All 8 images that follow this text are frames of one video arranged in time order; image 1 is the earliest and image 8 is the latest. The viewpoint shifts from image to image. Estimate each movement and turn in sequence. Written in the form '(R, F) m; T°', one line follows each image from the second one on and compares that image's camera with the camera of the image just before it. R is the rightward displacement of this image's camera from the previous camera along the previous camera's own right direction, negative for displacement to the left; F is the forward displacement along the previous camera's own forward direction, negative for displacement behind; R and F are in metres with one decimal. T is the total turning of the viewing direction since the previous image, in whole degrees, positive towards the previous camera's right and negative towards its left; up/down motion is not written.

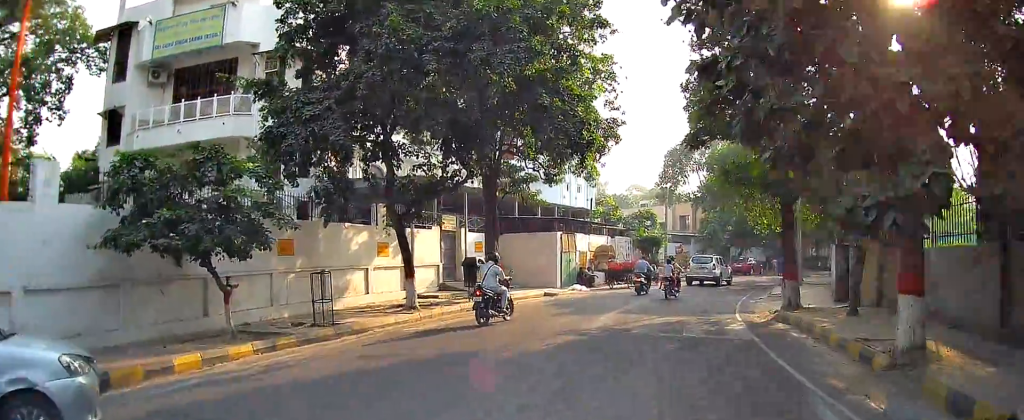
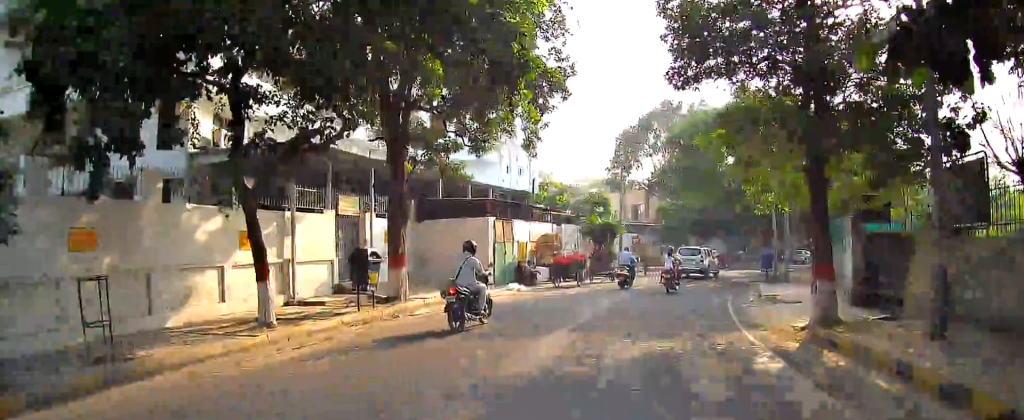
(0.0, +5.7) m; +1°
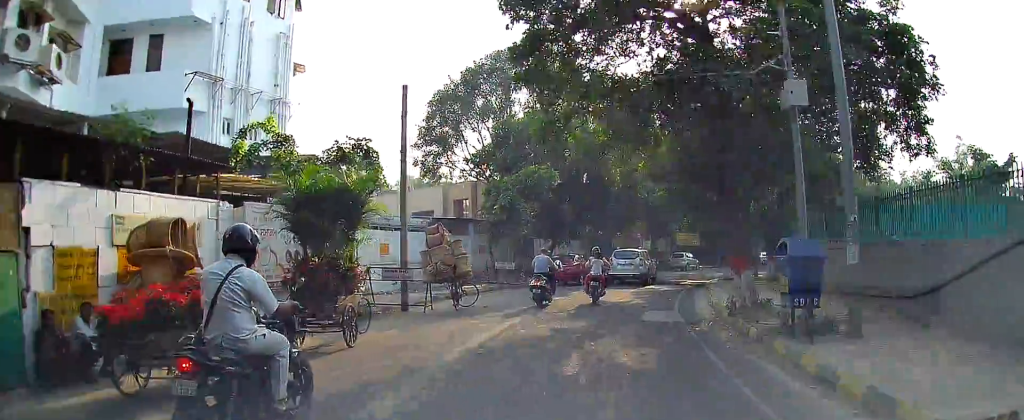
(+2.1, +16.7) m; +19°
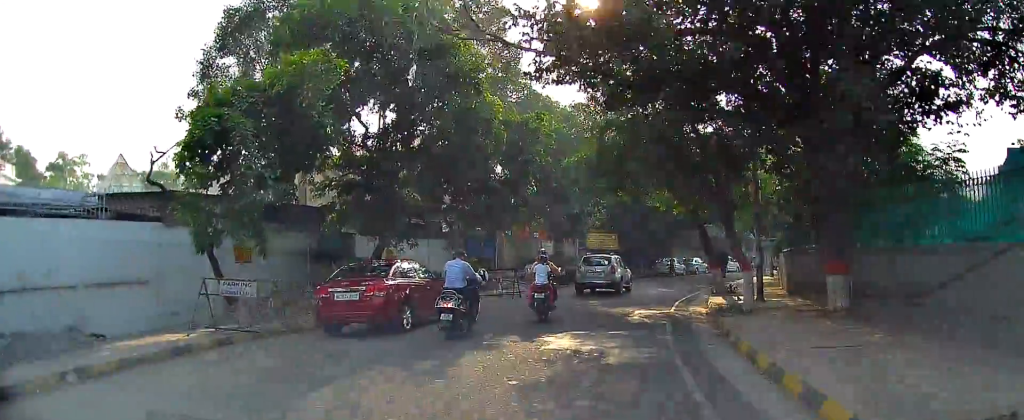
(+1.6, +14.3) m; +10°
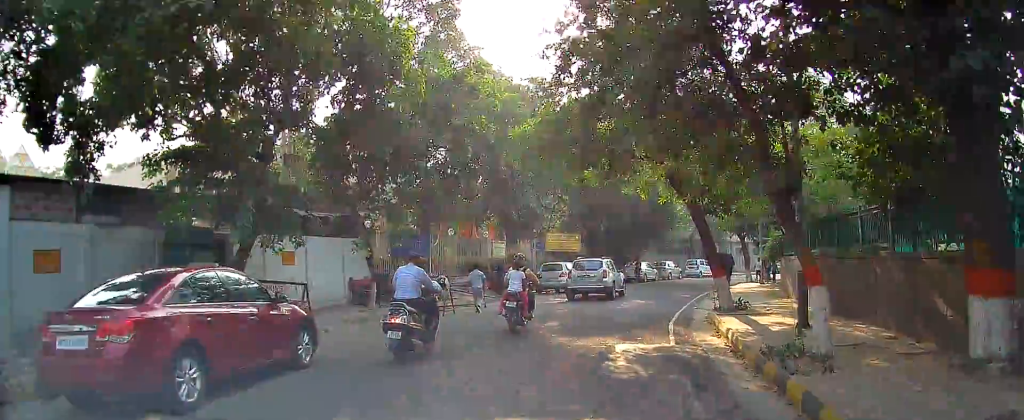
(0.0, +5.6) m; +4°
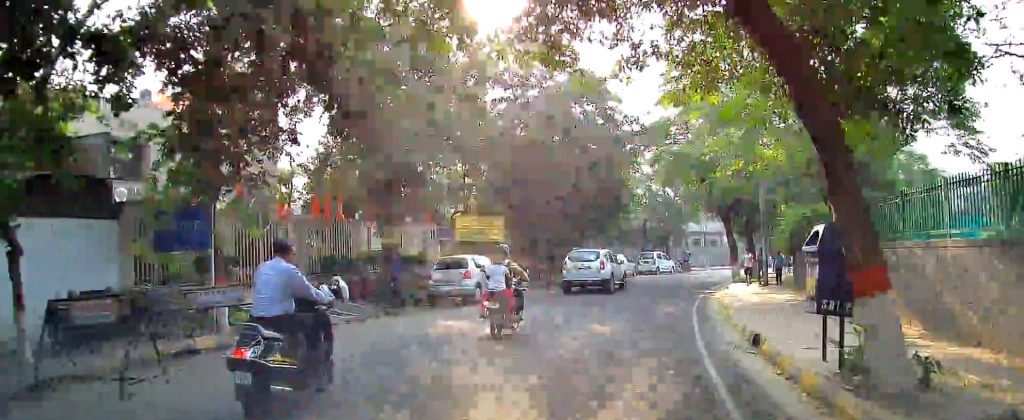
(+1.0, +10.5) m; +7°
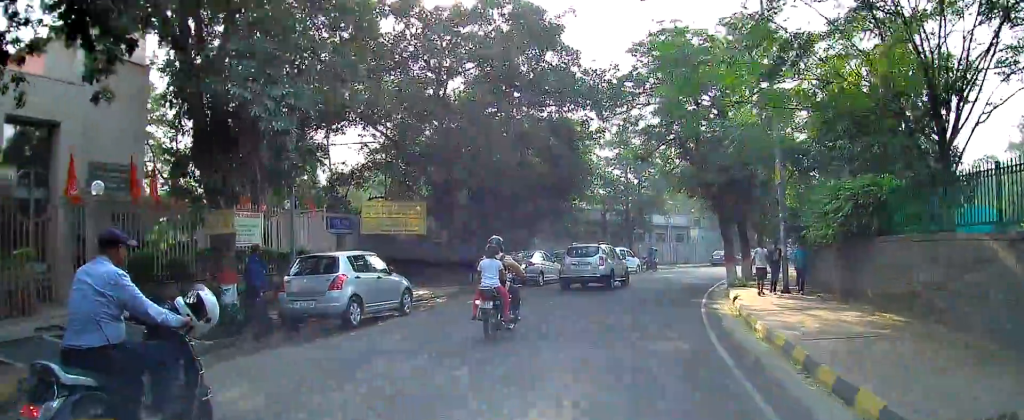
(+0.1, +6.9) m; +3°
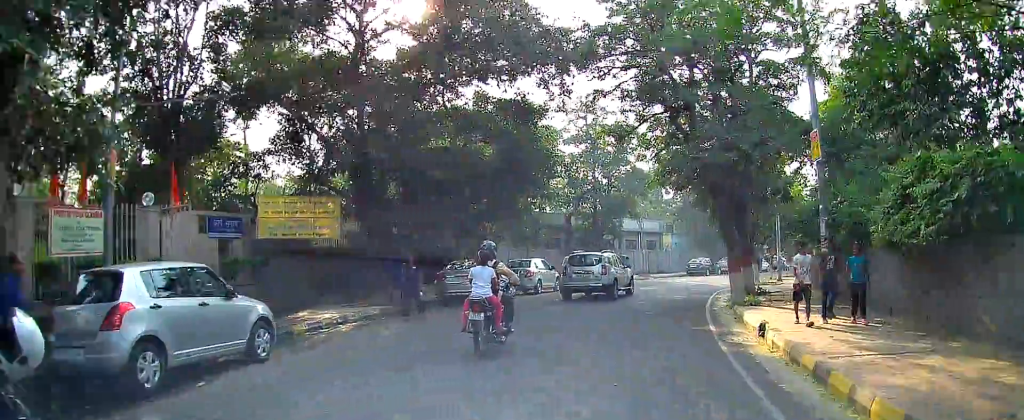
(+0.1, +5.1) m; +3°
